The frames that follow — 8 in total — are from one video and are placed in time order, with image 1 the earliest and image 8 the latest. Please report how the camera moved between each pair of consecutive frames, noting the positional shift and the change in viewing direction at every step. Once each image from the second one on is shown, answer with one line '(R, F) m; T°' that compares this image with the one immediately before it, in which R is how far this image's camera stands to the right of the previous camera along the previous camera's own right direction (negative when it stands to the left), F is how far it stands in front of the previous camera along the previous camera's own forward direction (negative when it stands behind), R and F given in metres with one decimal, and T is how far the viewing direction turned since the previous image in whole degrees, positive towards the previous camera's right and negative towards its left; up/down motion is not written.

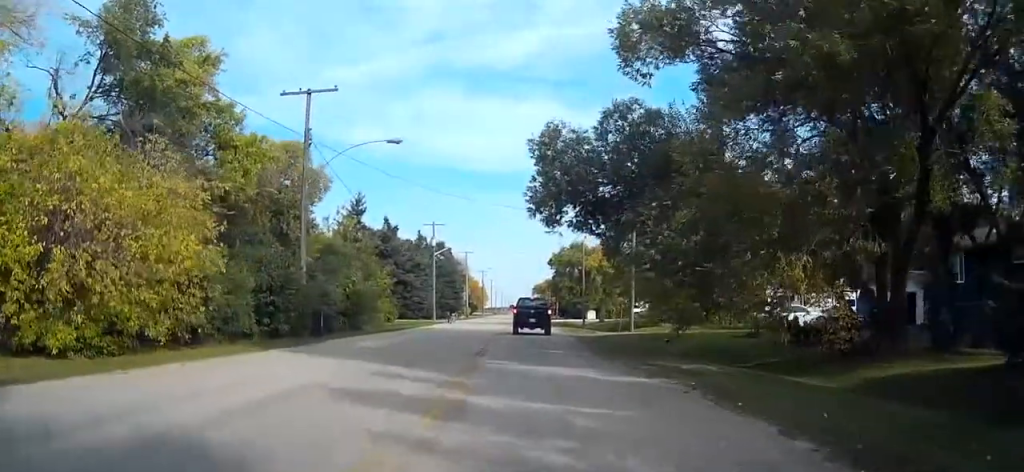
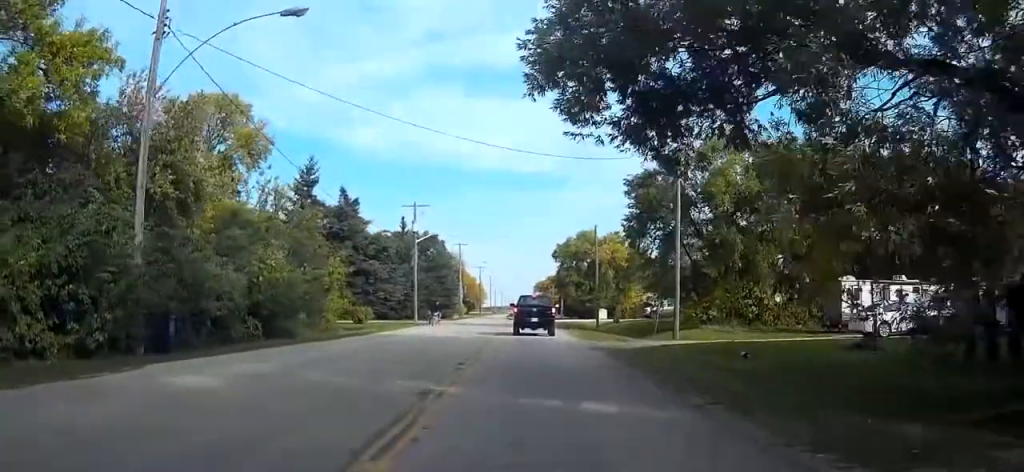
(+0.1, +13.3) m; +2°
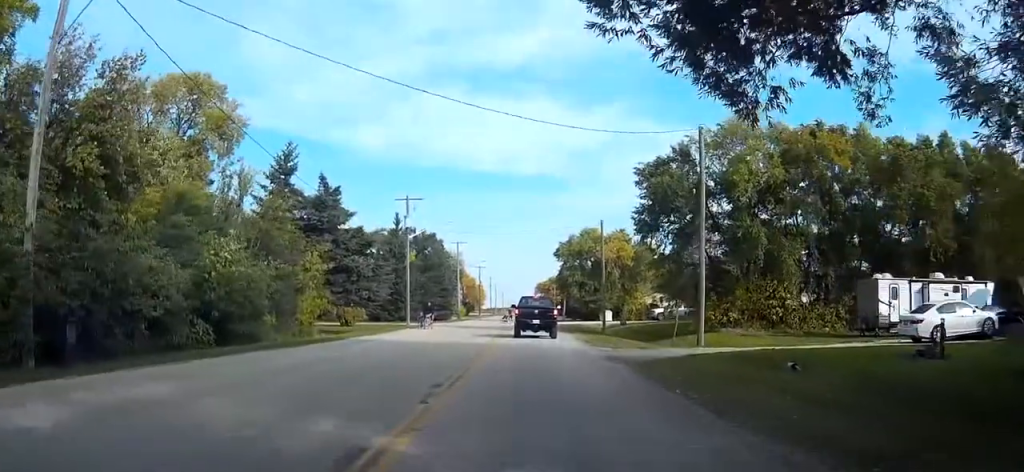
(0.0, +4.6) m; +1°
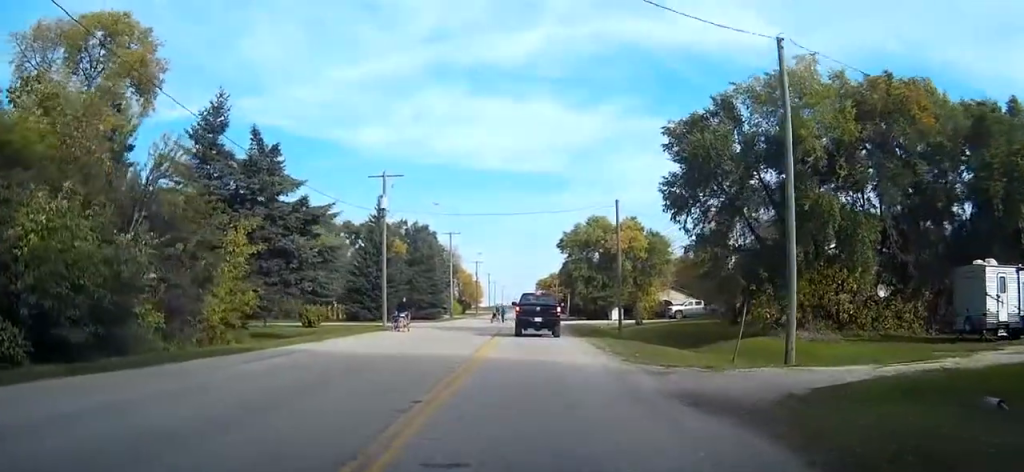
(+0.2, +10.2) m; +1°
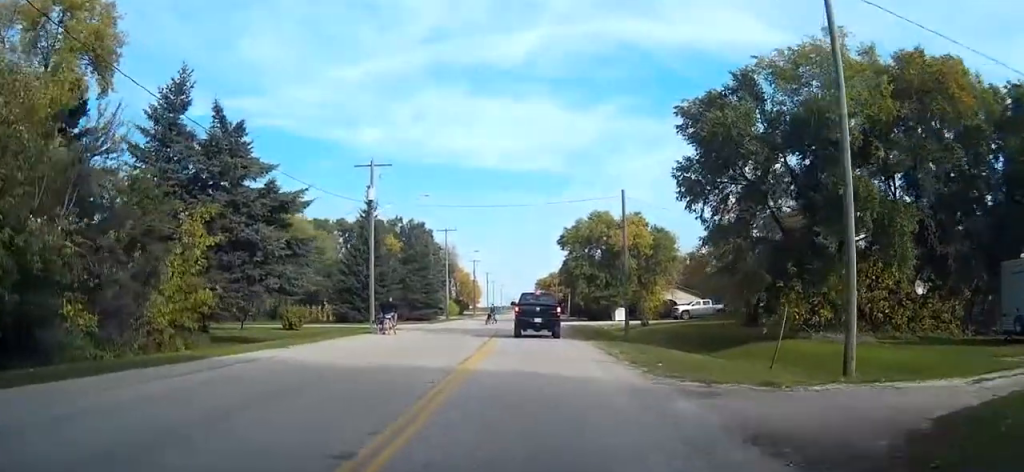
(+0.1, +3.9) m; 0°
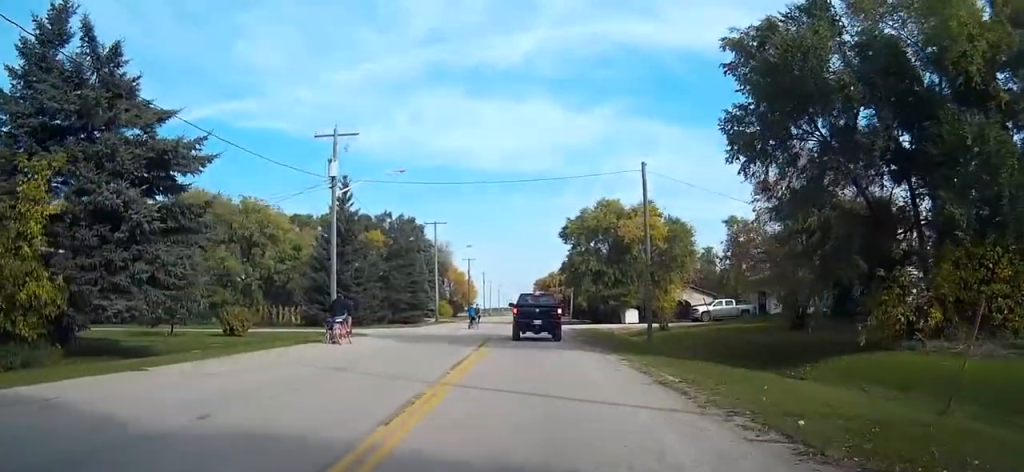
(-0.4, +9.0) m; -4°
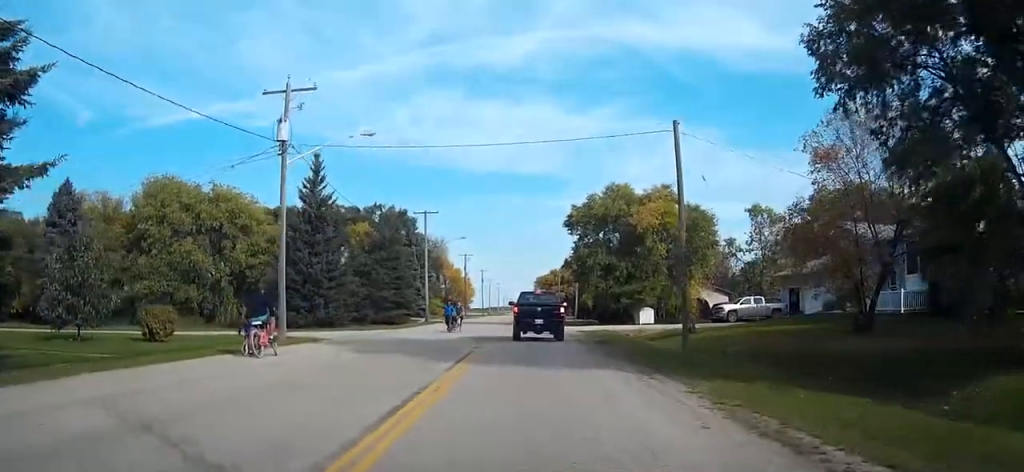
(-0.2, +8.3) m; -2°
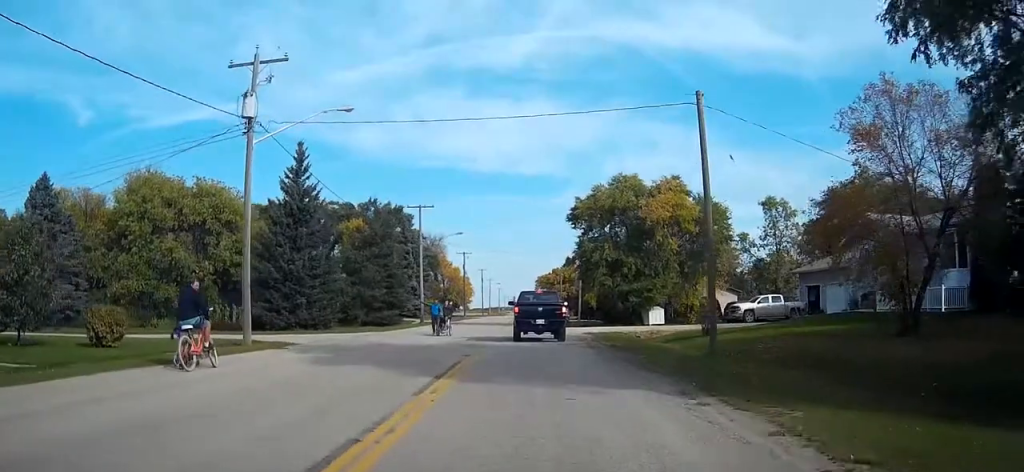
(0.0, +4.1) m; 0°
